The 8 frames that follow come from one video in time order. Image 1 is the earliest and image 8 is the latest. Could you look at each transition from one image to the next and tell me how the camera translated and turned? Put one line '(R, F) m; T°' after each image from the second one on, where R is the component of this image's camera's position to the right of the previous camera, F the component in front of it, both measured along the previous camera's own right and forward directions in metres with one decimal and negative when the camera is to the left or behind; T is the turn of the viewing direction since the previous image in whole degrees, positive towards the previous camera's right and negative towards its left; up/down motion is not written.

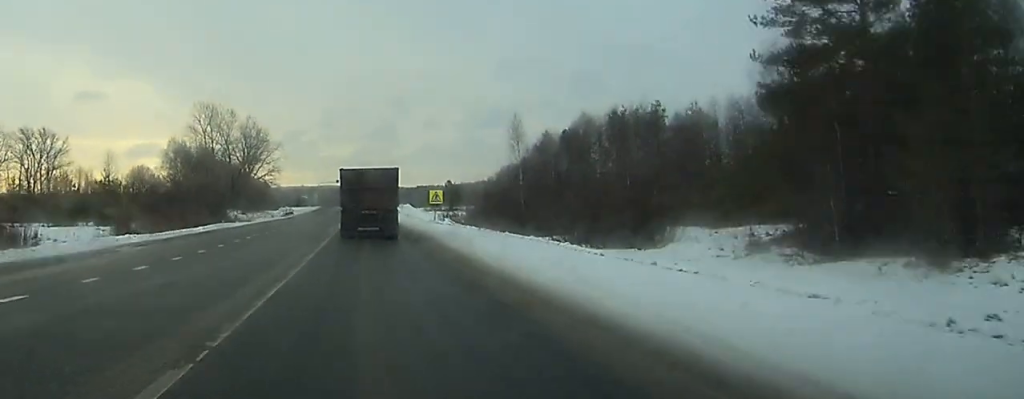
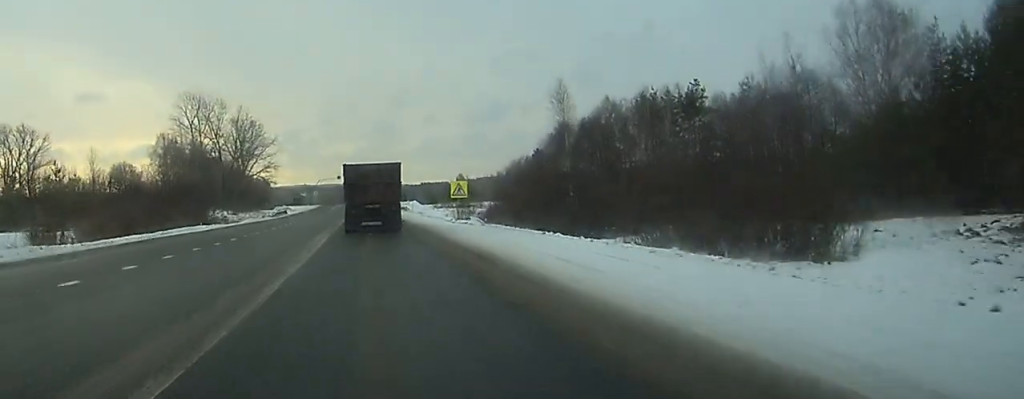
(+0.1, +19.6) m; +1°
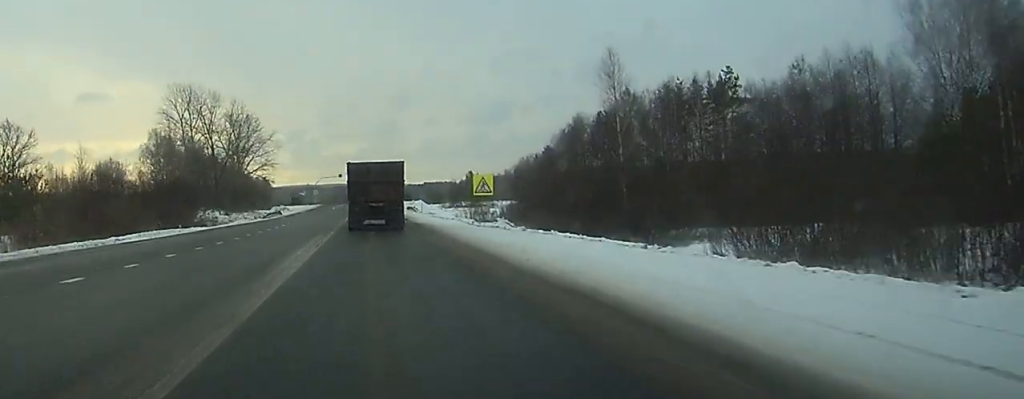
(+0.4, +13.5) m; -1°
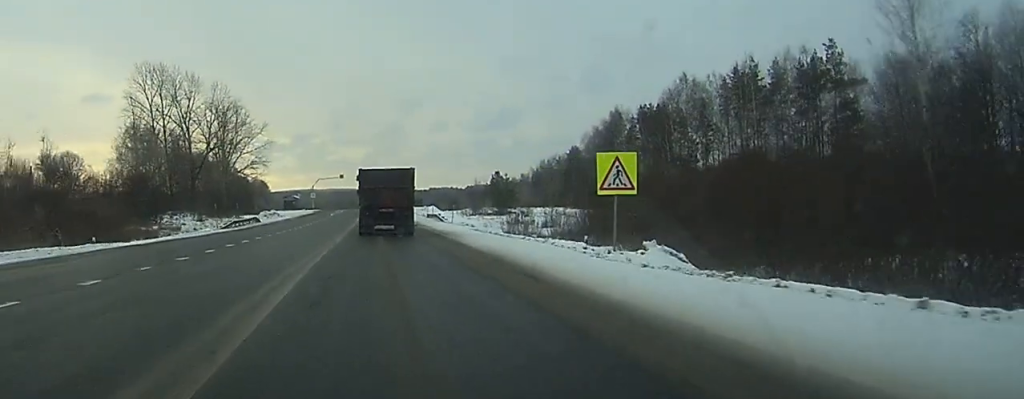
(-1.4, +23.6) m; -3°
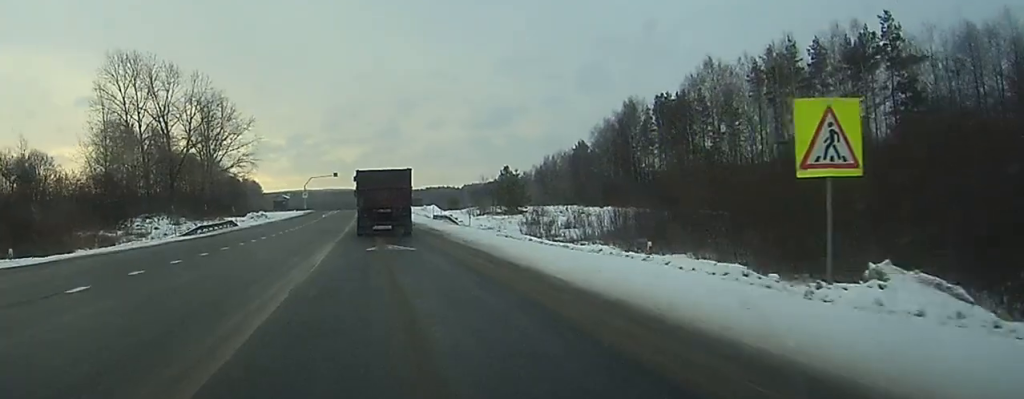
(+0.5, +11.9) m; +1°
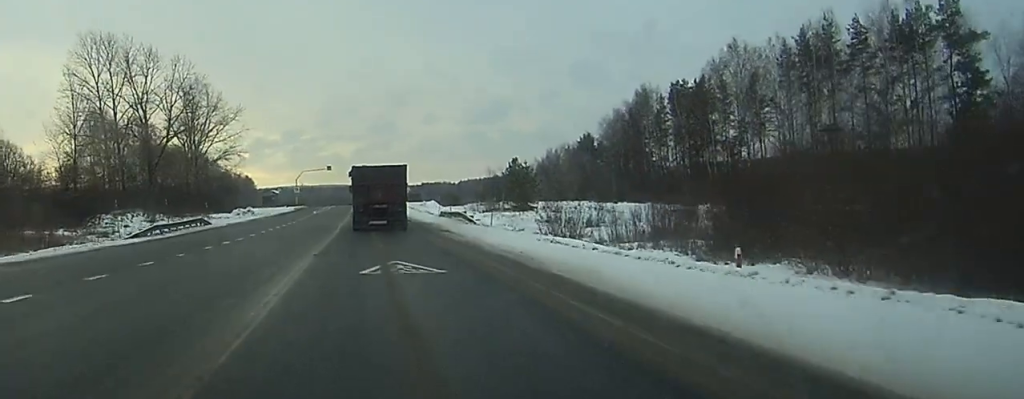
(+0.1, +9.9) m; +1°
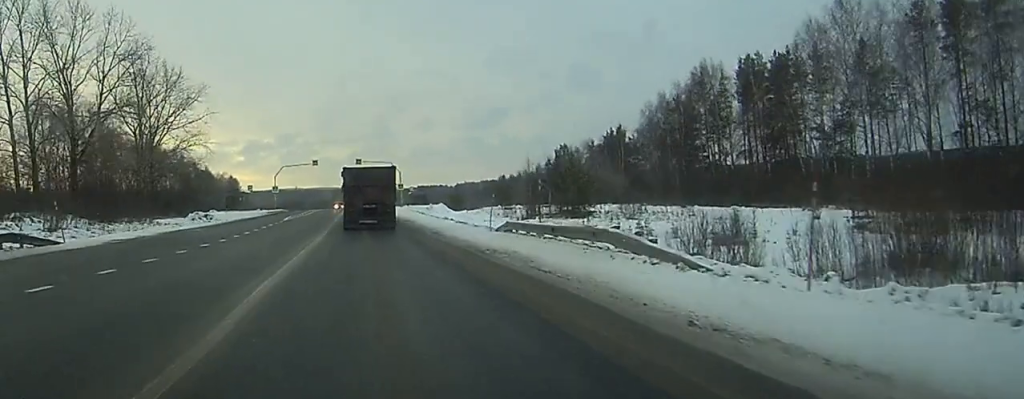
(-0.2, +28.1) m; -1°
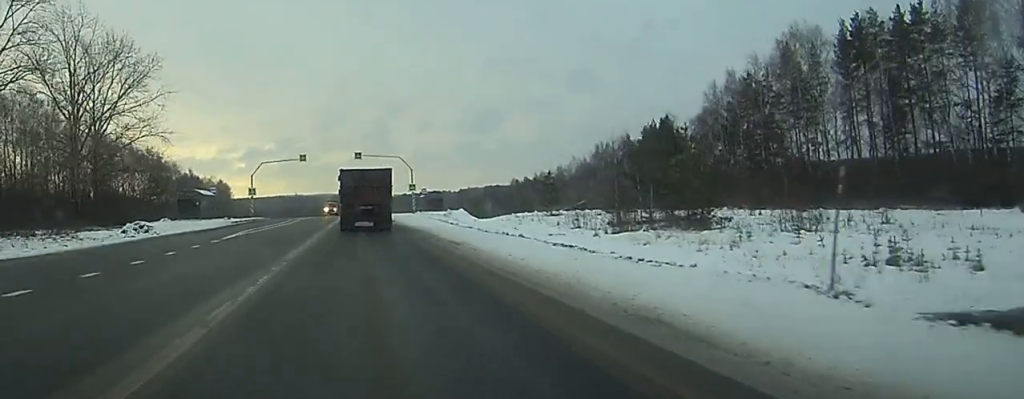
(+0.1, +26.7) m; +1°
